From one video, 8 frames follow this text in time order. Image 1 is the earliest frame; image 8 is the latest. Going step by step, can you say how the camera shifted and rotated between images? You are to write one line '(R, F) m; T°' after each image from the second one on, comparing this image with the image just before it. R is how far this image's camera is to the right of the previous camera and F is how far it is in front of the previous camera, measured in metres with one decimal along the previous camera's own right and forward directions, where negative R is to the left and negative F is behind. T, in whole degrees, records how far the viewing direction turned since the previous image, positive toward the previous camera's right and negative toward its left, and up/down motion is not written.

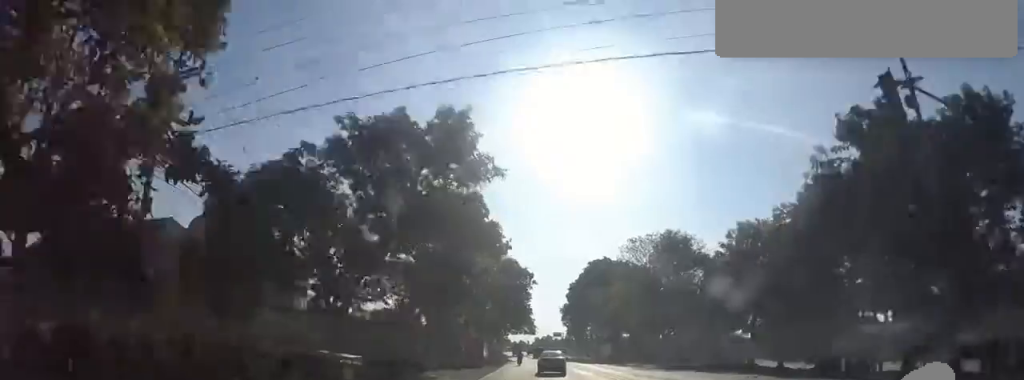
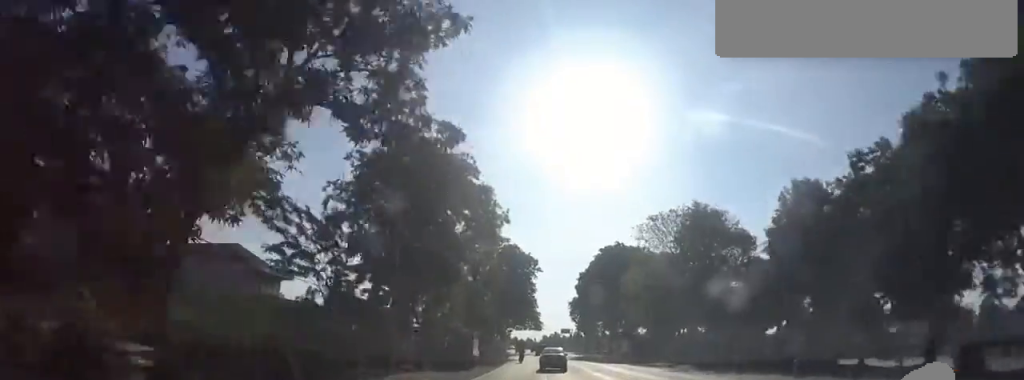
(-0.1, +9.1) m; 0°
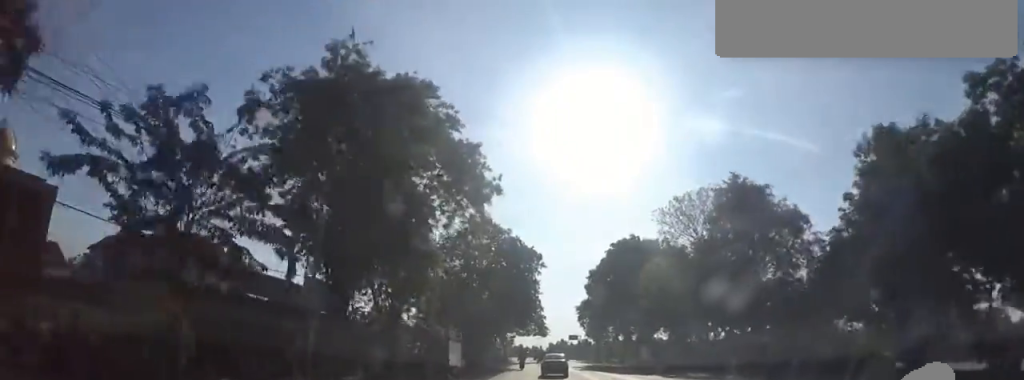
(-0.1, +8.6) m; 0°
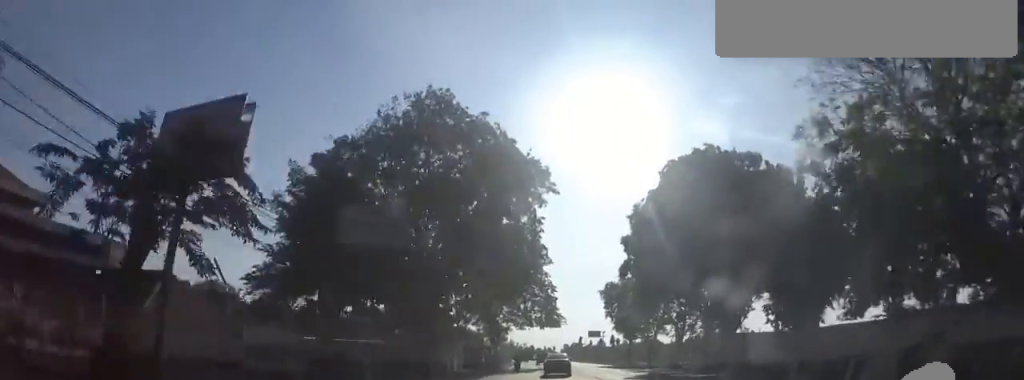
(-0.2, +27.5) m; -4°
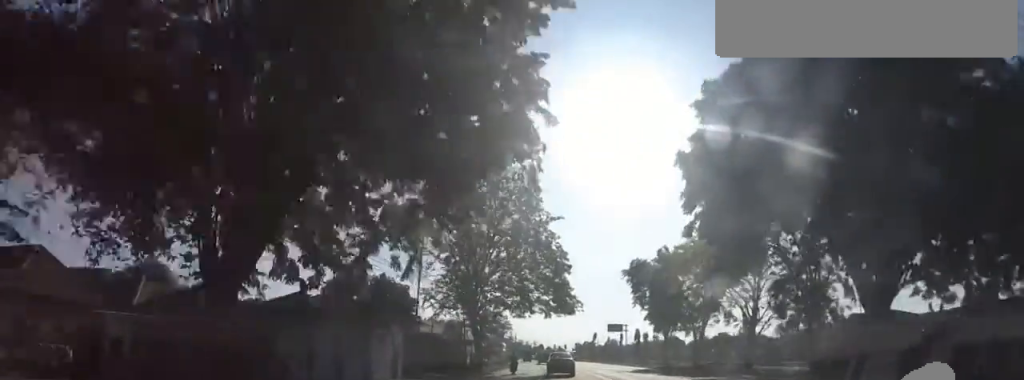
(-0.7, +17.2) m; -2°
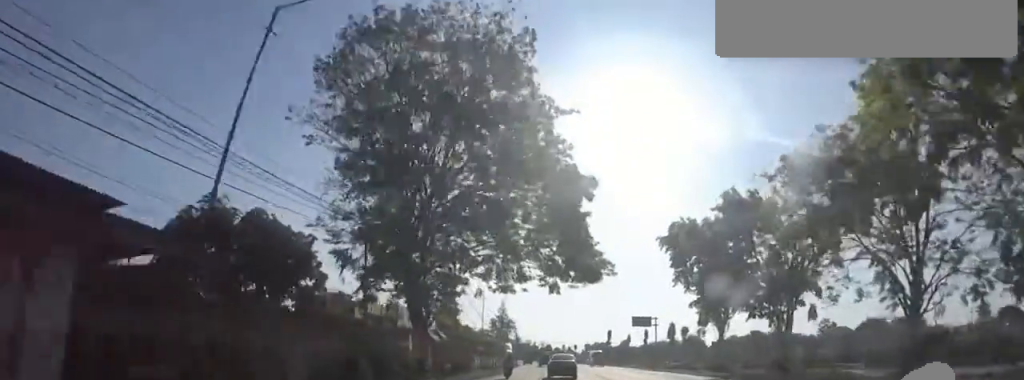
(-0.2, +16.5) m; 0°
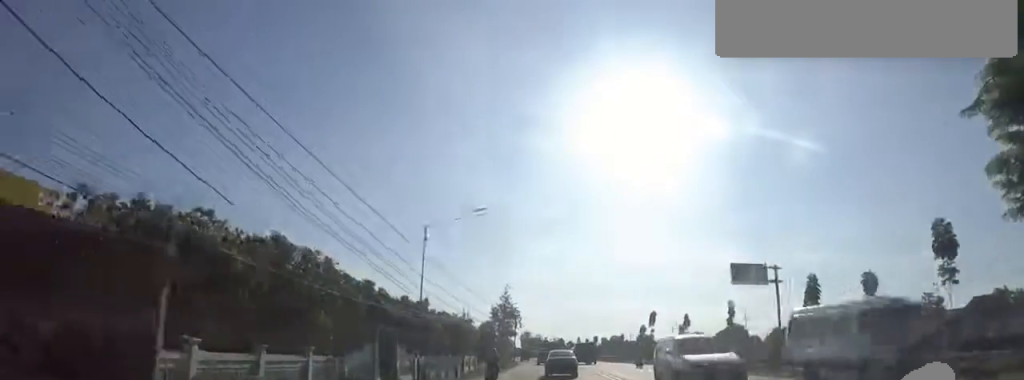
(-0.4, +29.3) m; 0°
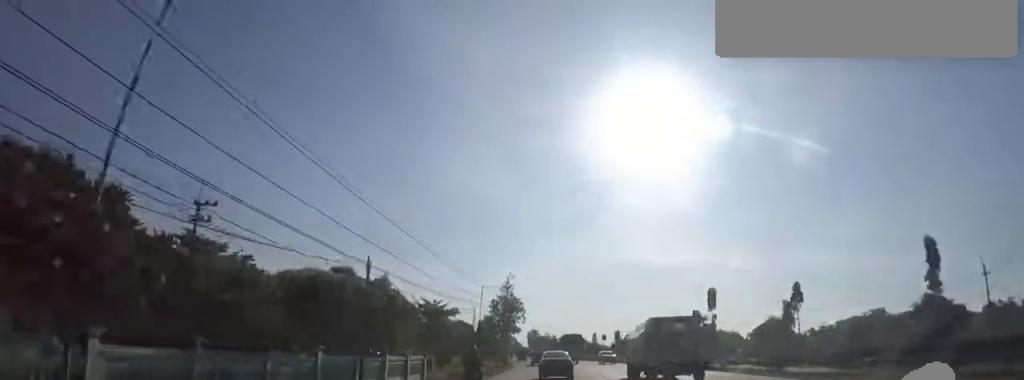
(+1.3, +21.4) m; 0°
